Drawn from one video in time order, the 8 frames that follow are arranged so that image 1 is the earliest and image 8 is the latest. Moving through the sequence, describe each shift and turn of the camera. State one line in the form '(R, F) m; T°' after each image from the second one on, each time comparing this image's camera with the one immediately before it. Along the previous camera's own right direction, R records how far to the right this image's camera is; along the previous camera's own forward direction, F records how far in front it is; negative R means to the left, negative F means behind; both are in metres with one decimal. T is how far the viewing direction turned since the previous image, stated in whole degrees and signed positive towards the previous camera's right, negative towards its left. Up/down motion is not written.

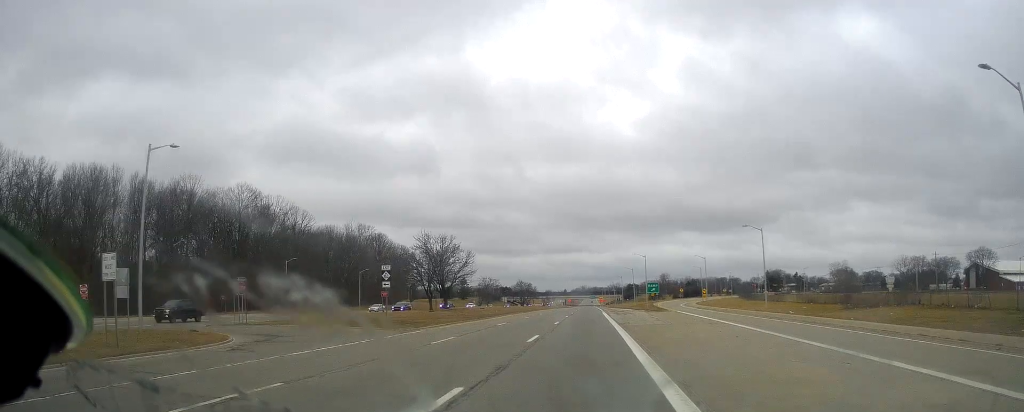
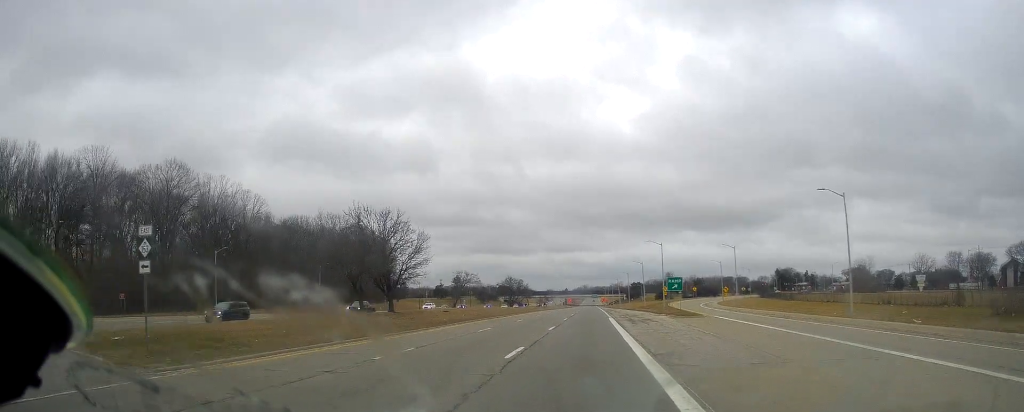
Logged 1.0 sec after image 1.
(0.0, +21.7) m; 0°
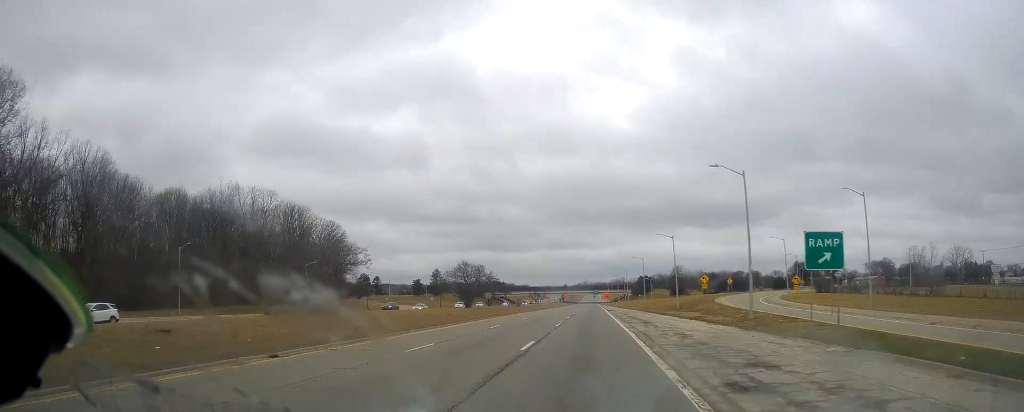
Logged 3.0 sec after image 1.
(-0.8, +43.9) m; -1°
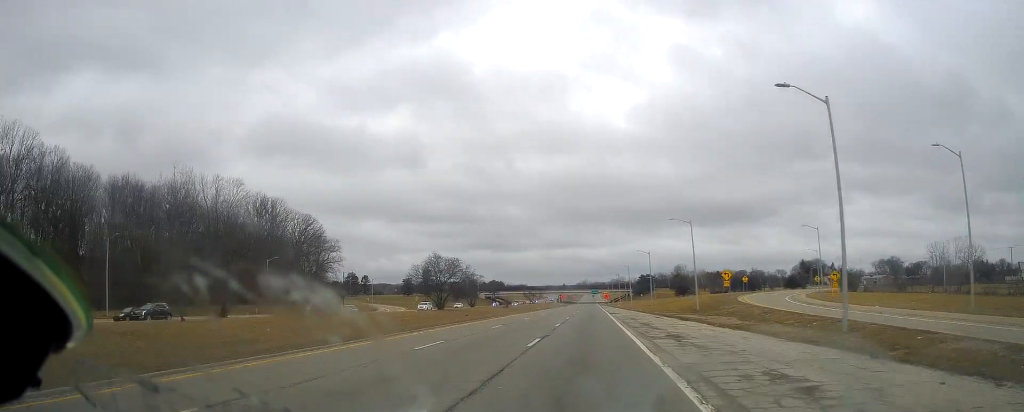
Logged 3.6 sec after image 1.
(+0.4, +14.1) m; 0°
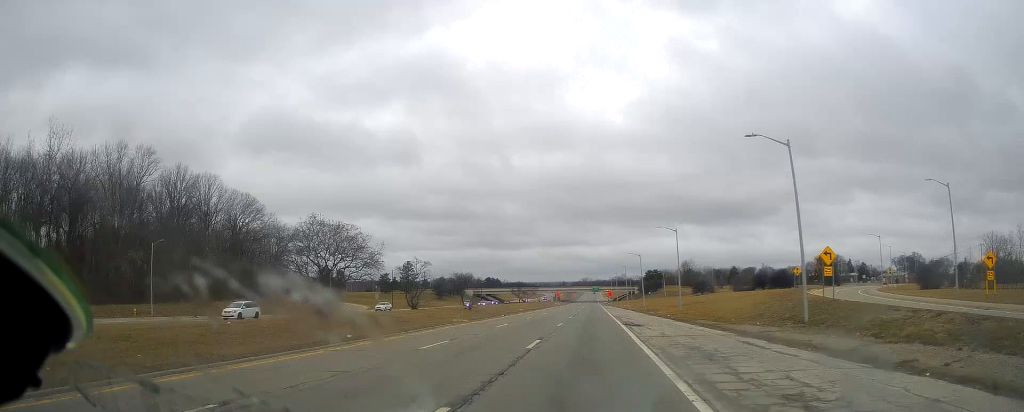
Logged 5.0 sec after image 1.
(-0.4, +30.1) m; 0°
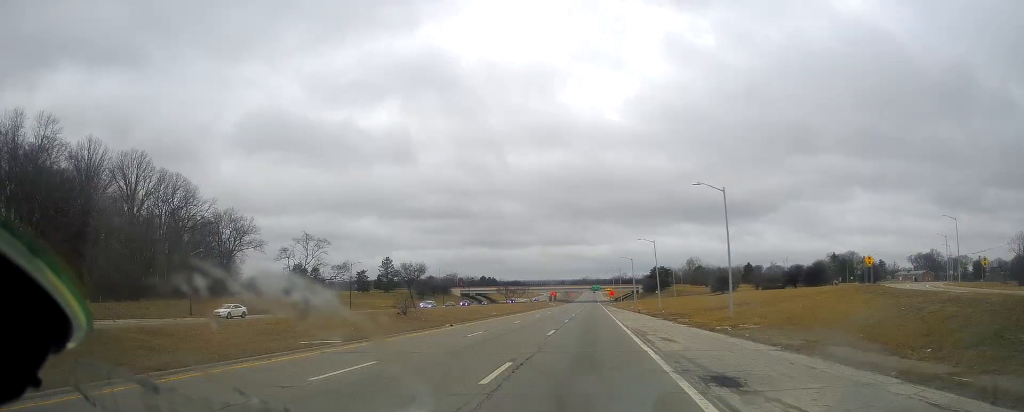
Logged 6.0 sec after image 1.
(+0.2, +24.2) m; 0°
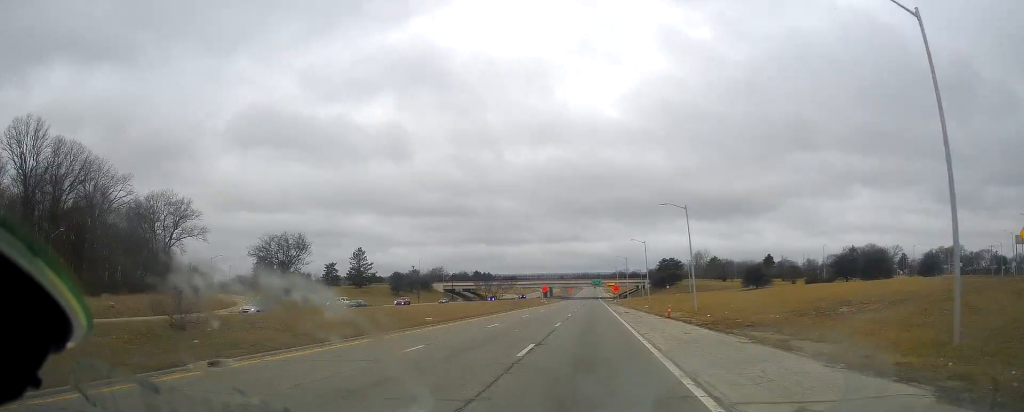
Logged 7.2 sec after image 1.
(-0.1, +26.4) m; 0°
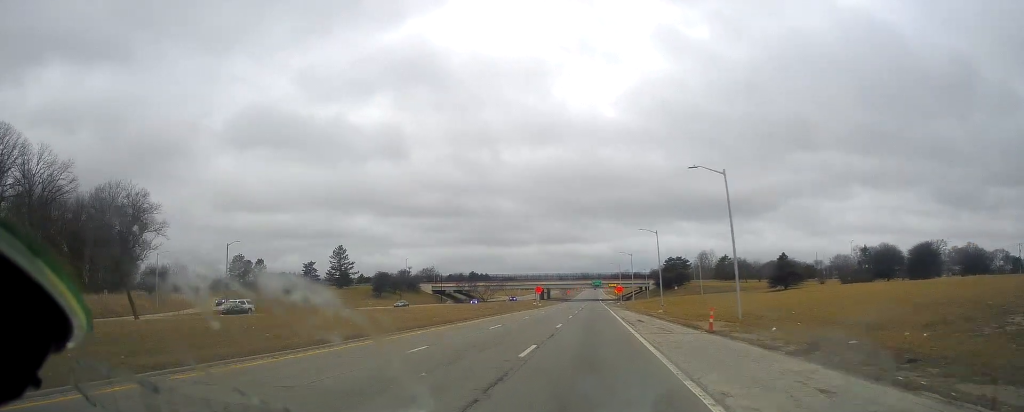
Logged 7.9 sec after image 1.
(+0.2, +15.1) m; 0°
